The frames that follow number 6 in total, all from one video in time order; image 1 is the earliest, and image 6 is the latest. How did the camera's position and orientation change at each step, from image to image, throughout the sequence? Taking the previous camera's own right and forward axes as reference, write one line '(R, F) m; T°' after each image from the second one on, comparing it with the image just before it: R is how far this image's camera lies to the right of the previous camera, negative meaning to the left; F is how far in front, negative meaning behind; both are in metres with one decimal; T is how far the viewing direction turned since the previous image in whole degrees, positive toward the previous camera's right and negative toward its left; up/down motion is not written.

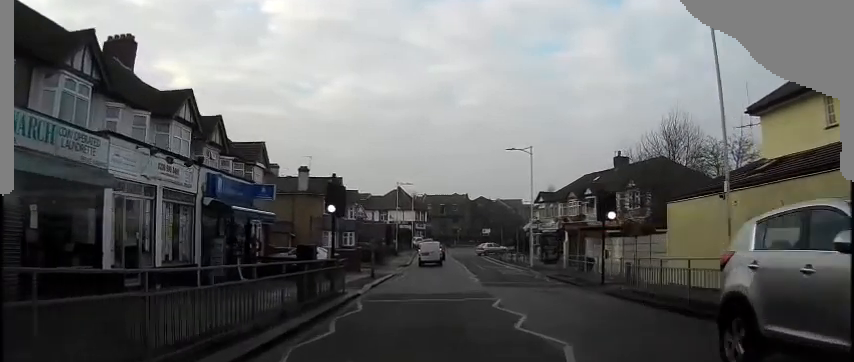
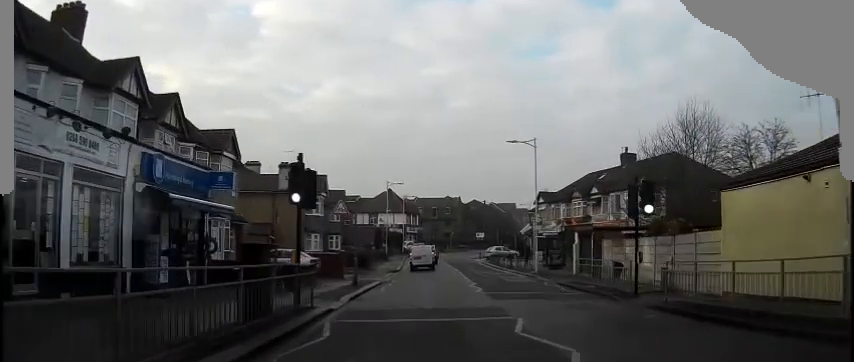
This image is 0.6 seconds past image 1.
(-0.2, +4.4) m; +2°
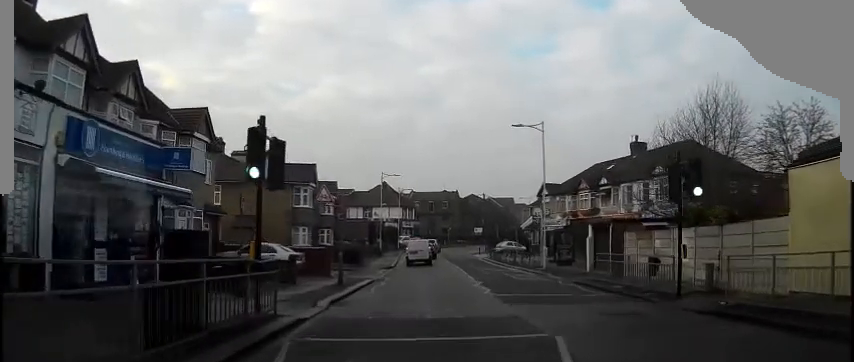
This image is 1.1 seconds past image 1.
(+0.2, +3.5) m; +1°
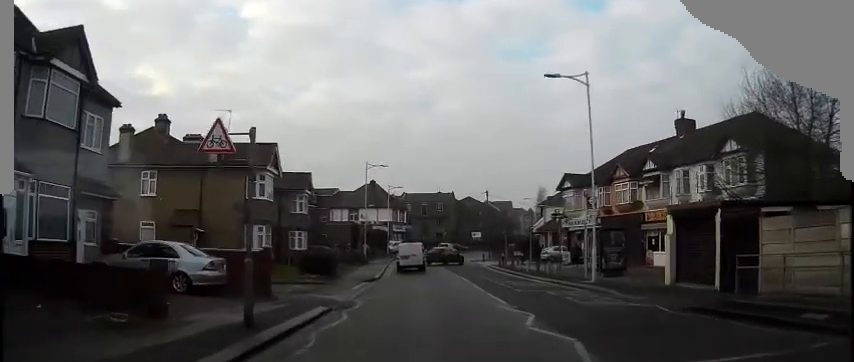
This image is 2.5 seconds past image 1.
(+0.3, +10.6) m; -1°
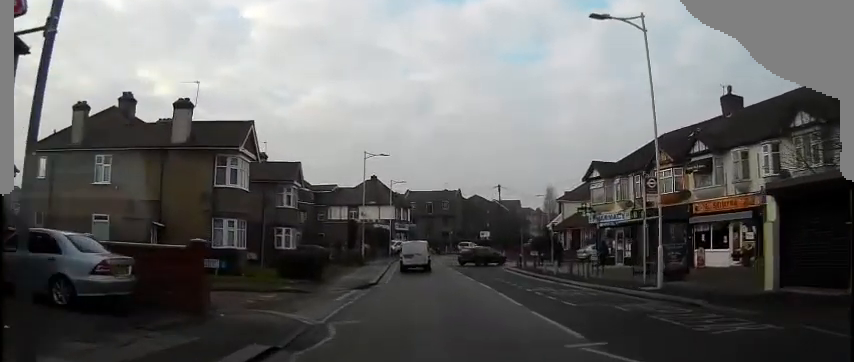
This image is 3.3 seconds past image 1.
(-0.2, +6.3) m; -1°
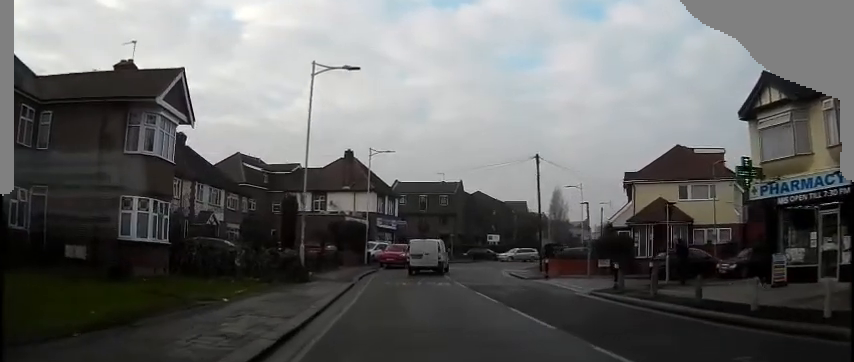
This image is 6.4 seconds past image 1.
(+0.1, +22.5) m; -1°
